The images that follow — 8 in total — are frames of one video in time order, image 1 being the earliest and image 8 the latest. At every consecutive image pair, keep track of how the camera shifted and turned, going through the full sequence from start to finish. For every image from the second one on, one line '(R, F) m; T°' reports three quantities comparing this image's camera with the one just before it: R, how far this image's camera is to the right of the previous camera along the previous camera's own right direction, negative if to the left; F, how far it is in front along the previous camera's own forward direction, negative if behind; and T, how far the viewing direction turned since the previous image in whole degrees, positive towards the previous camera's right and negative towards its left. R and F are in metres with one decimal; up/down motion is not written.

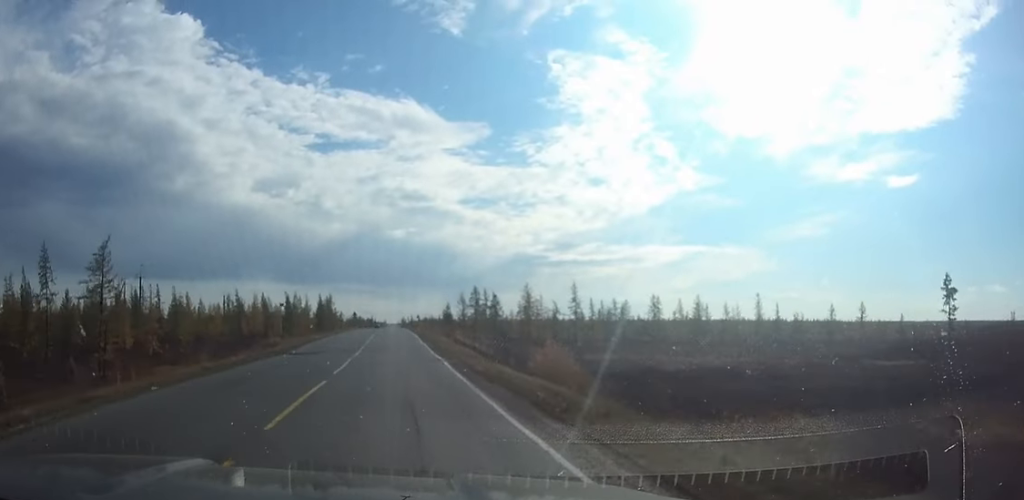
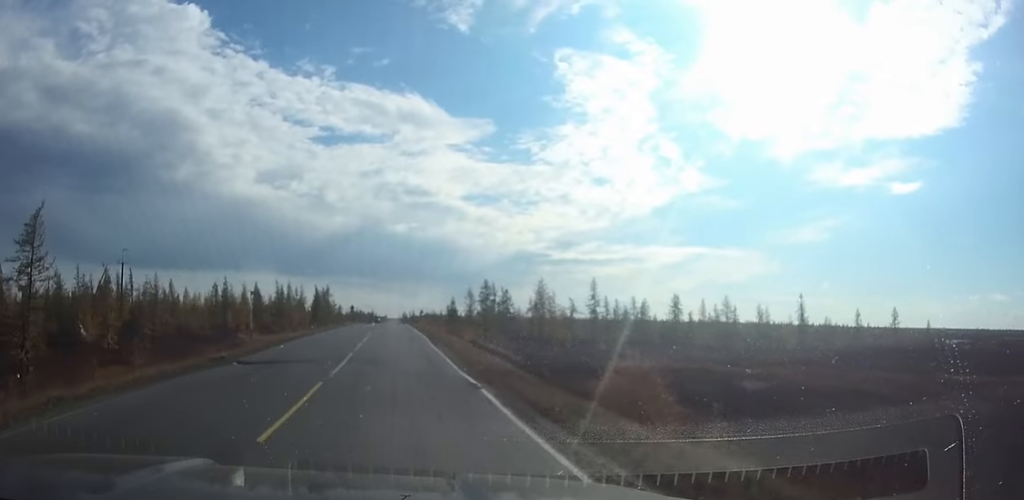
(0.0, +10.0) m; 0°
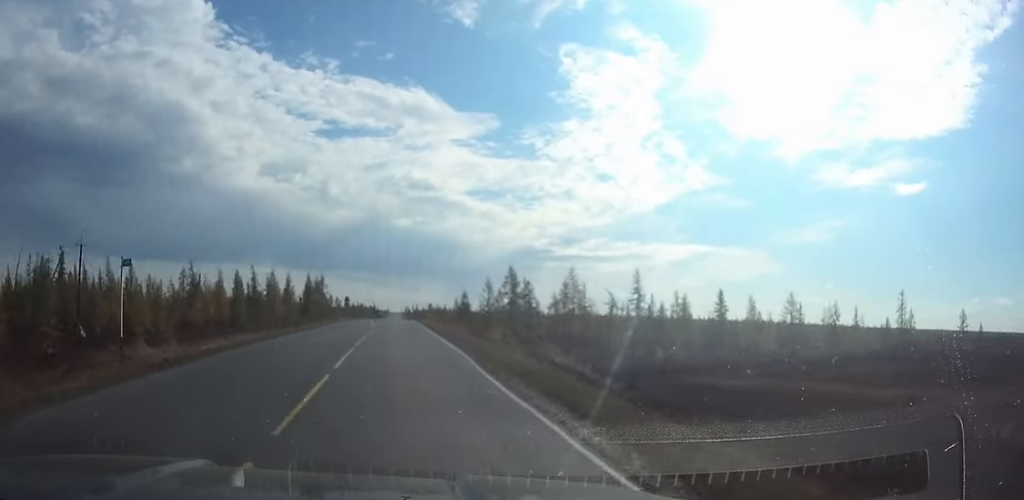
(0.0, +19.5) m; 0°
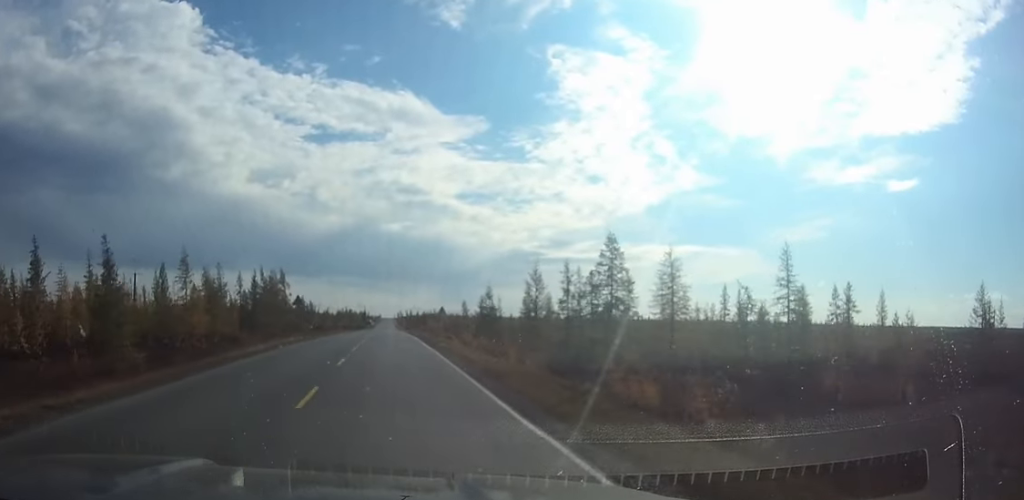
(+0.2, +40.4) m; 0°
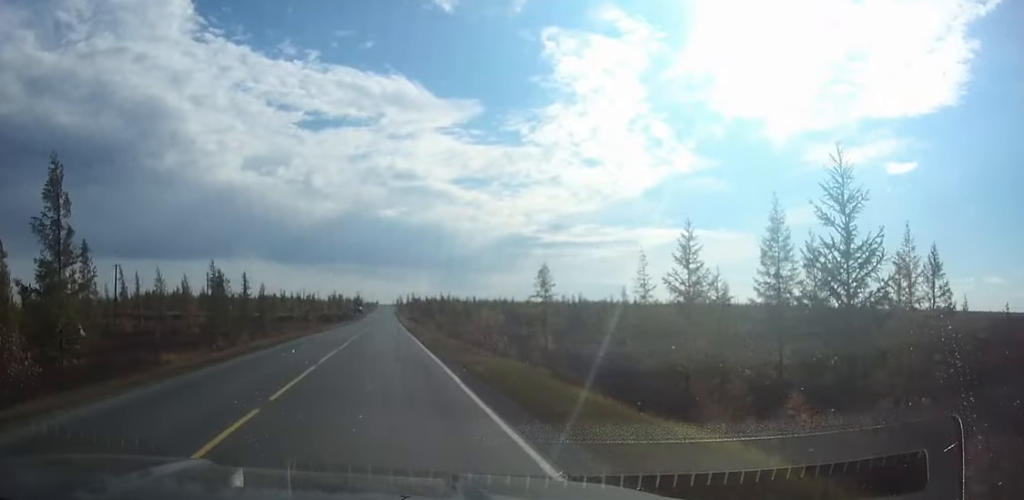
(0.0, +67.0) m; 0°
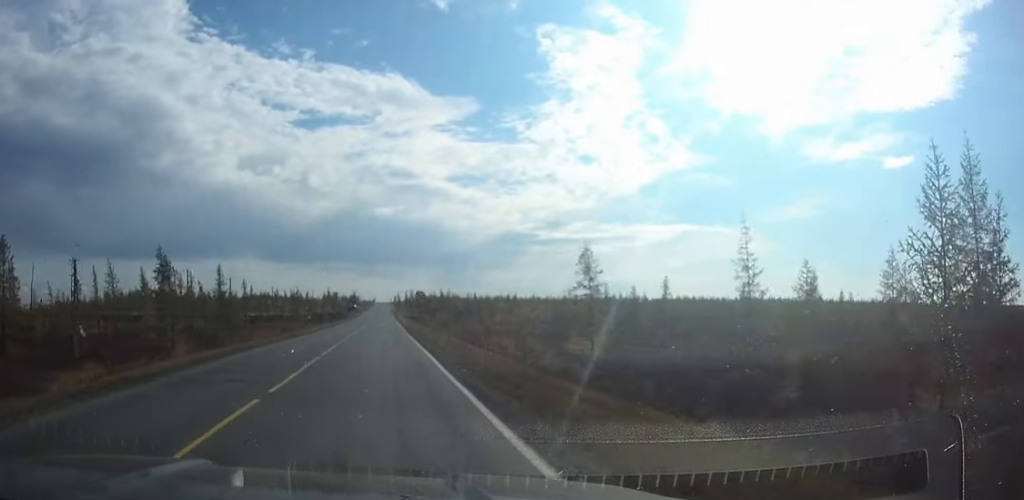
(0.0, +15.3) m; 0°
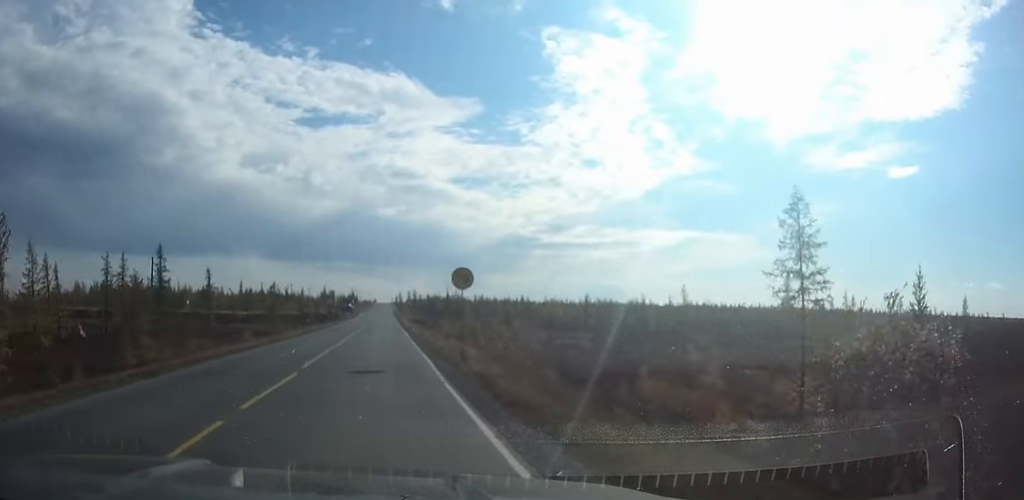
(-0.1, +25.4) m; 0°
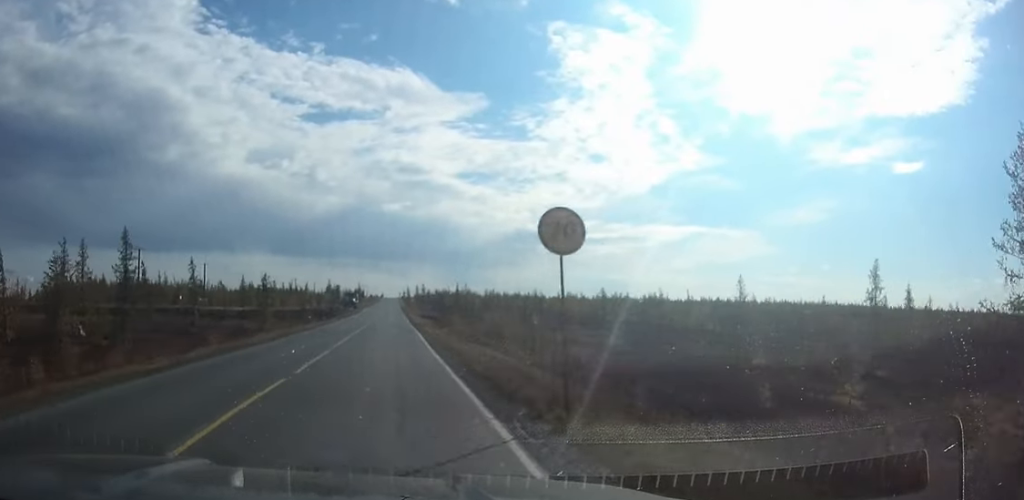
(0.0, +11.4) m; 0°
